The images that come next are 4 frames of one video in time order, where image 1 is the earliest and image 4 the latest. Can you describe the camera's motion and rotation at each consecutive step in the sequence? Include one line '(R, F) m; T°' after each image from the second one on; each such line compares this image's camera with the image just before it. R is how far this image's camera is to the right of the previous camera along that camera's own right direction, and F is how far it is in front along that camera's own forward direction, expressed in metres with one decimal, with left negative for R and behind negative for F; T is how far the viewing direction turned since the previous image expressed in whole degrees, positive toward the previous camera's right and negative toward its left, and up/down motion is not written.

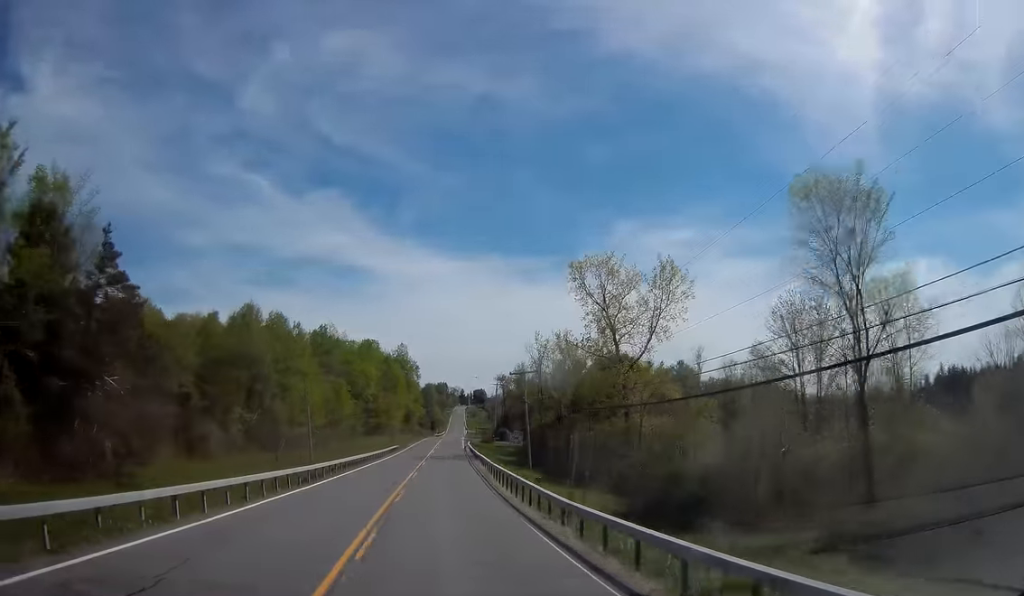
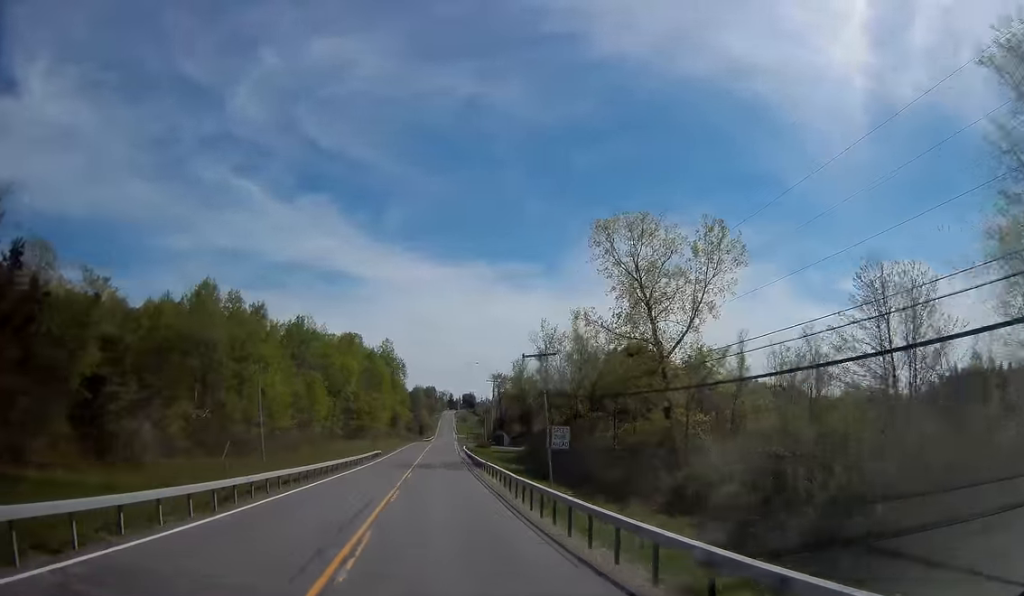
(+0.1, +13.8) m; +1°
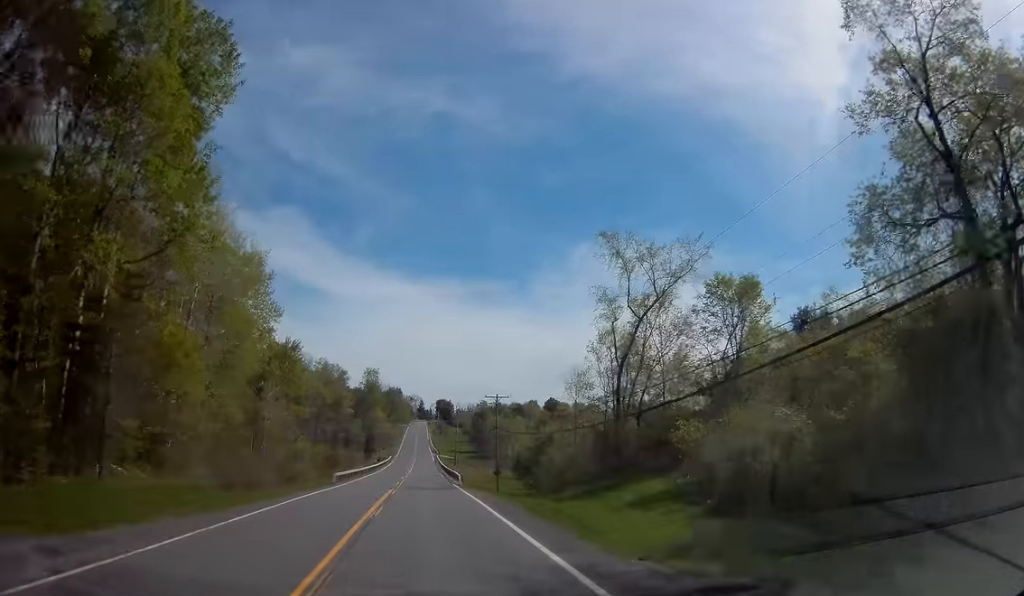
(+6.0, +122.7) m; +4°
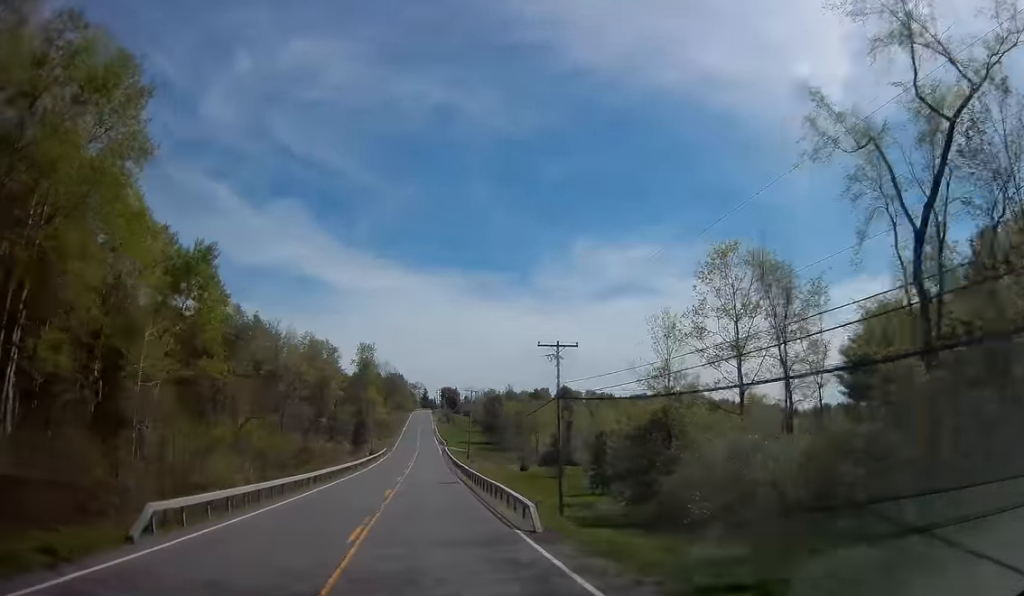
(0.0, +28.2) m; 0°
